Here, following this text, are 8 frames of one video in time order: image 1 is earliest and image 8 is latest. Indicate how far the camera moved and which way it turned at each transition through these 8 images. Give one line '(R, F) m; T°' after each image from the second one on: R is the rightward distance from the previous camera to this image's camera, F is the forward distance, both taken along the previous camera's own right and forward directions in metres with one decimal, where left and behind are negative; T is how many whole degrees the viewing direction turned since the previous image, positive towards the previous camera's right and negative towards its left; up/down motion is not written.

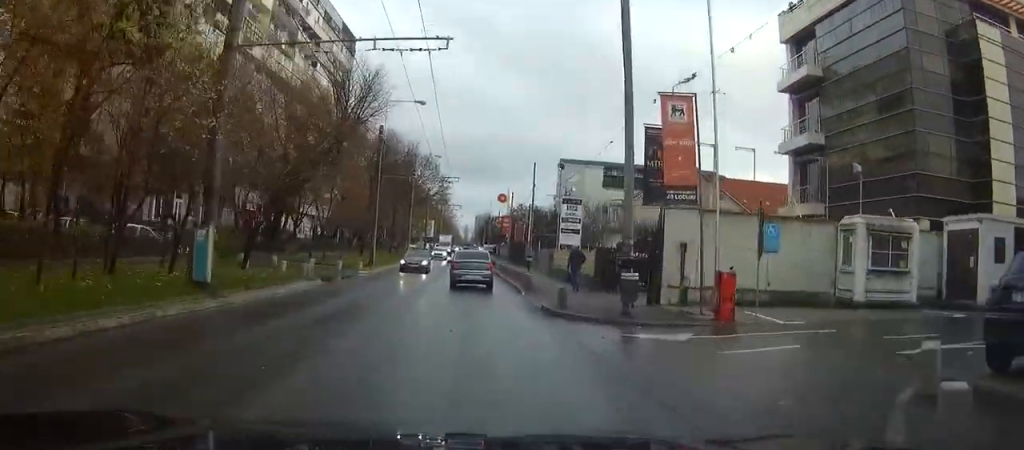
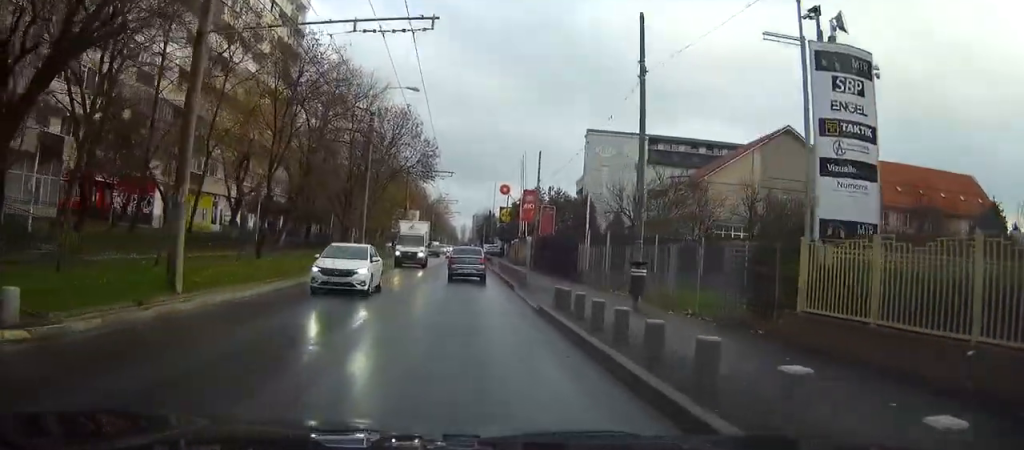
(+0.5, +30.1) m; +1°
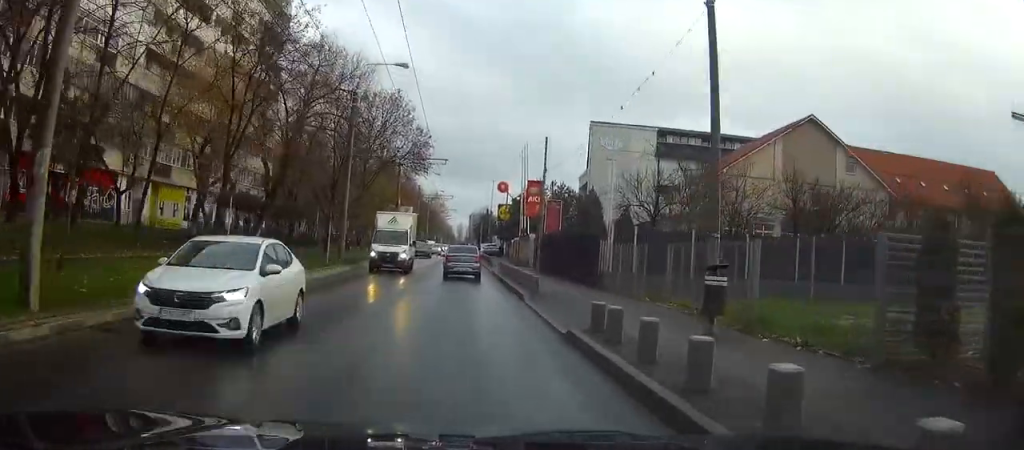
(0.0, +5.4) m; 0°
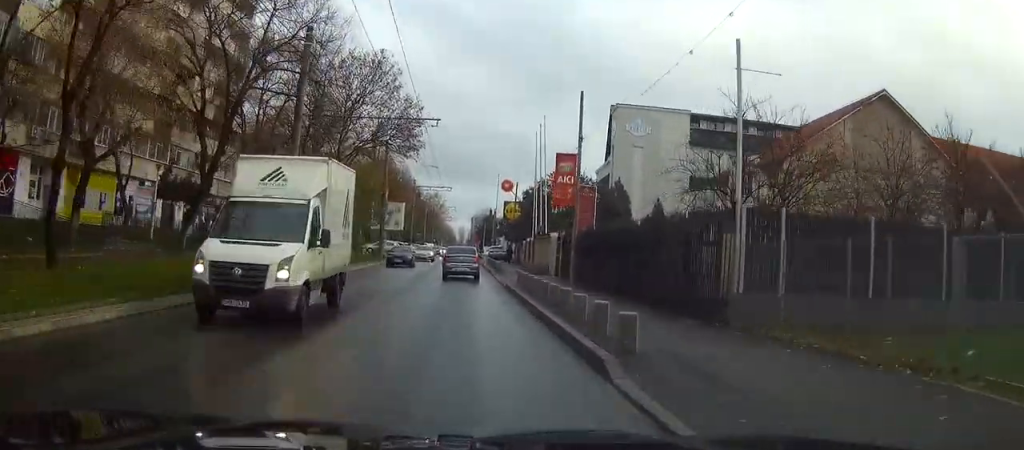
(0.0, +11.9) m; 0°
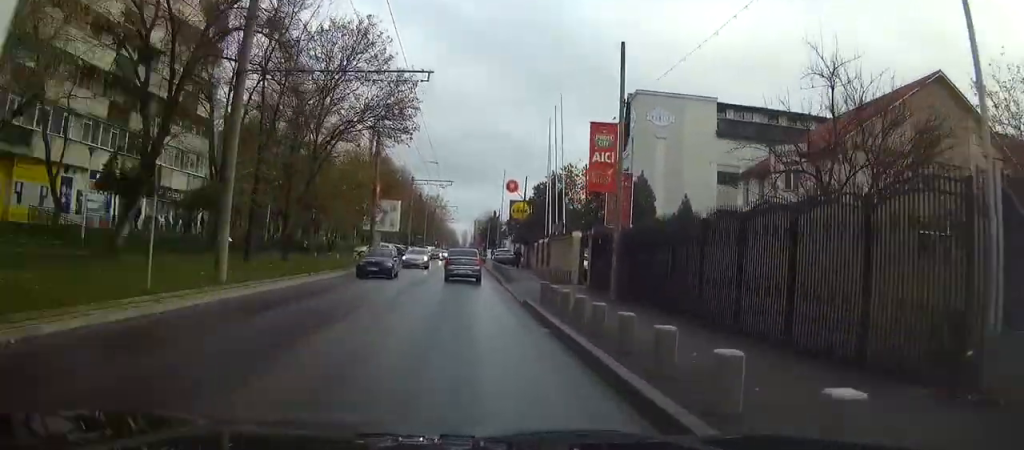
(0.0, +7.1) m; 0°
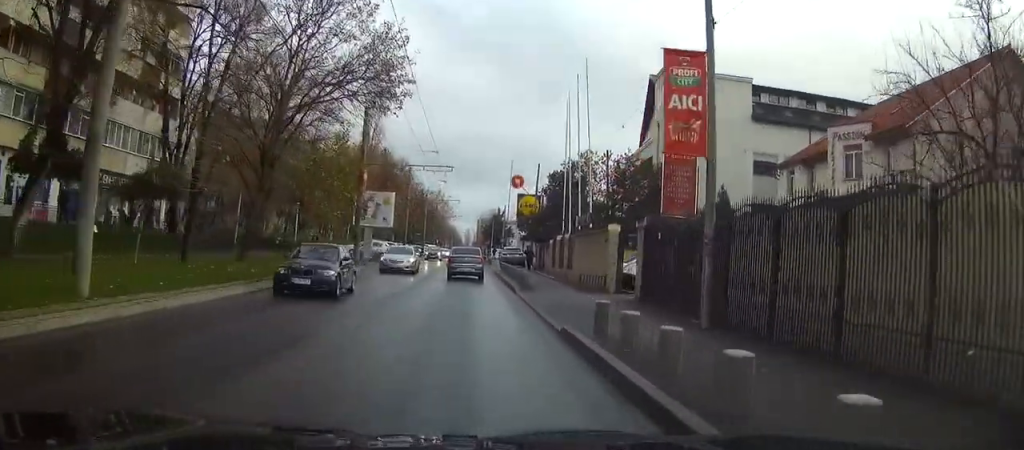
(0.0, +7.5) m; 0°
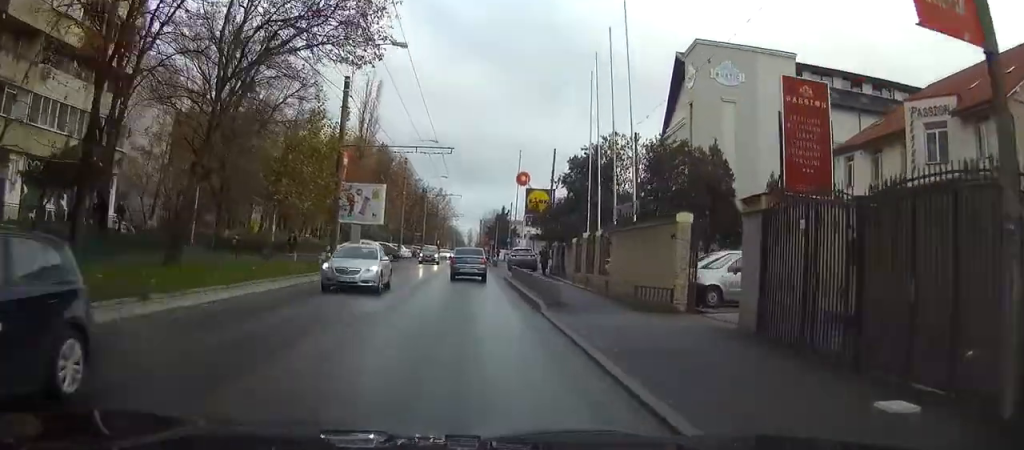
(0.0, +7.9) m; 0°
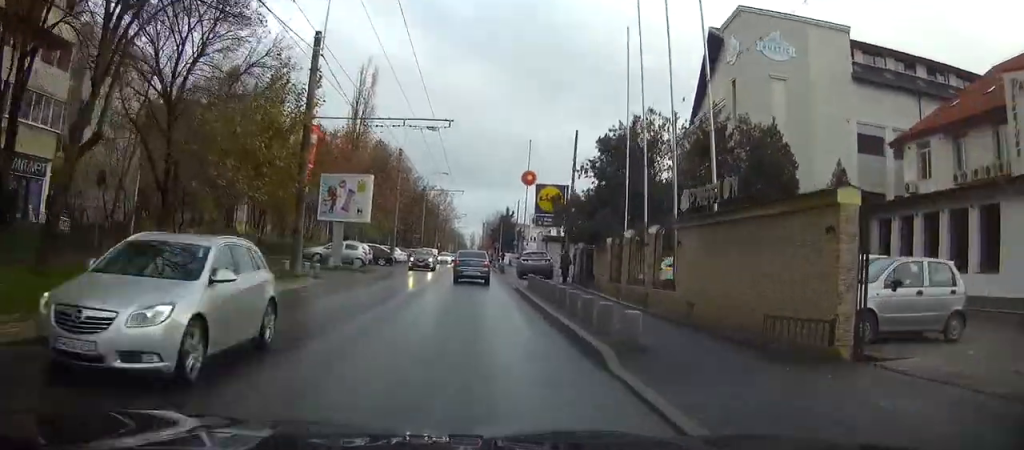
(+0.1, +7.7) m; 0°
